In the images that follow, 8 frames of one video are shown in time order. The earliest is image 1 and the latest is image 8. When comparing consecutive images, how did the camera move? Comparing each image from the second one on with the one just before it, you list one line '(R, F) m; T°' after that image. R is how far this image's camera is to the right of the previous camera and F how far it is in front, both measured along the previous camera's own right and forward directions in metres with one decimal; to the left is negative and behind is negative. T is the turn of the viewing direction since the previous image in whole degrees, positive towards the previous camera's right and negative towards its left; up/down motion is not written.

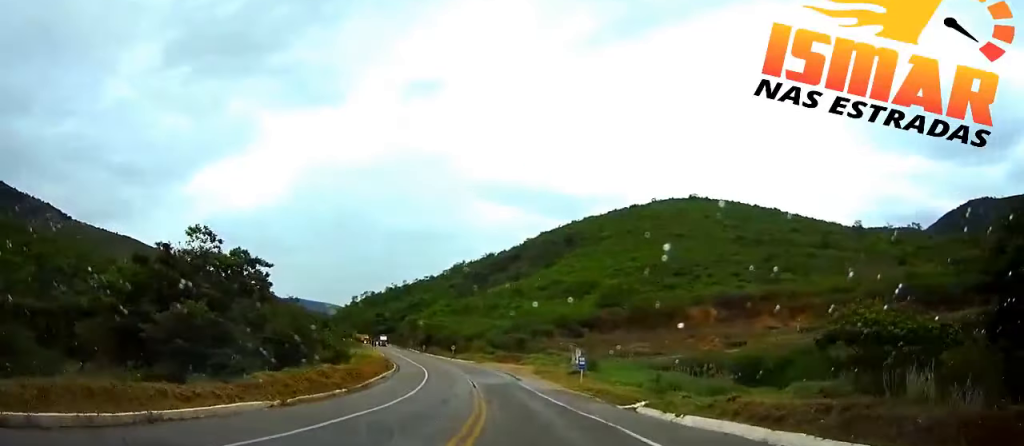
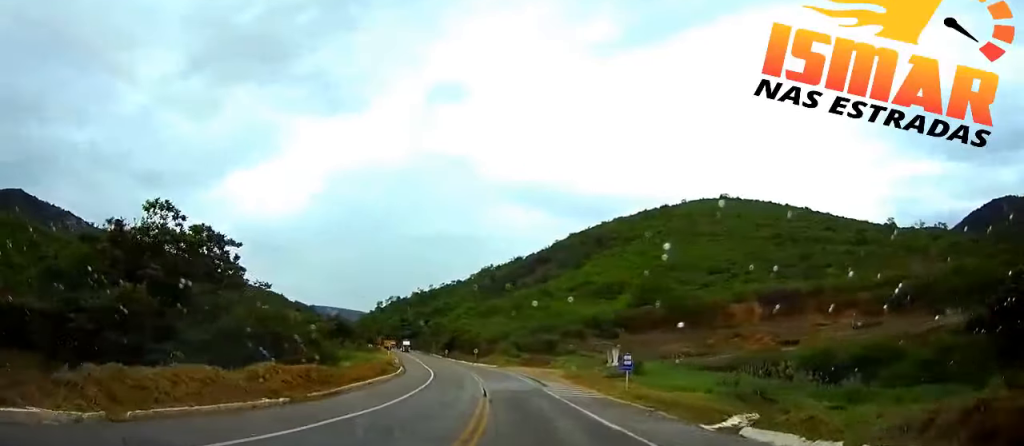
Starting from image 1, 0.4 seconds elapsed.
(-0.2, +12.1) m; -3°
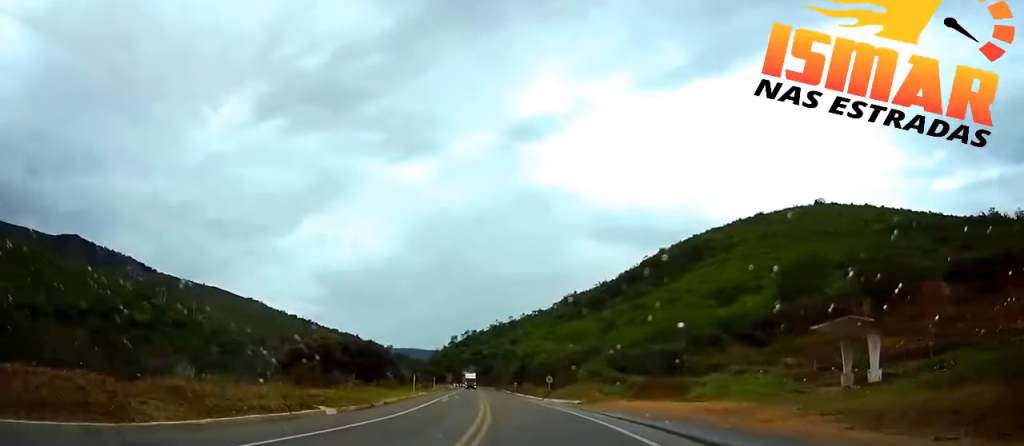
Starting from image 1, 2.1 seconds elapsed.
(-3.5, +46.6) m; -8°
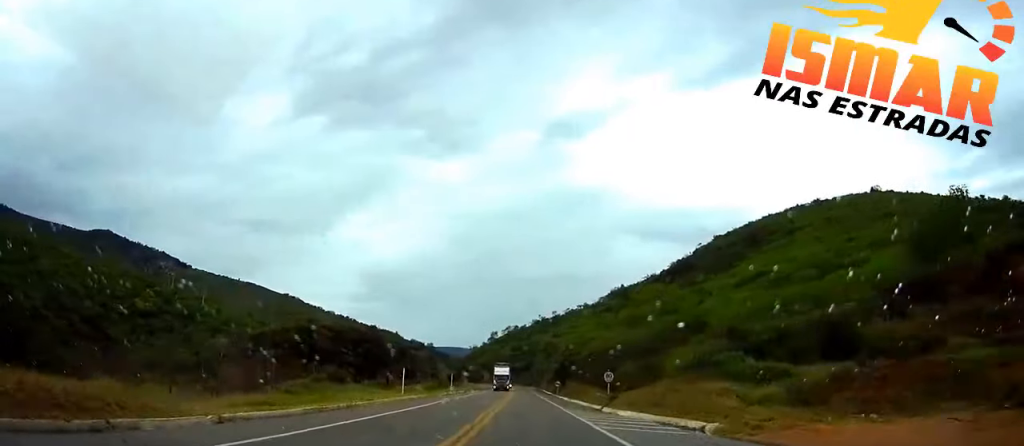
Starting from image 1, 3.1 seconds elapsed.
(-1.1, +29.0) m; -3°
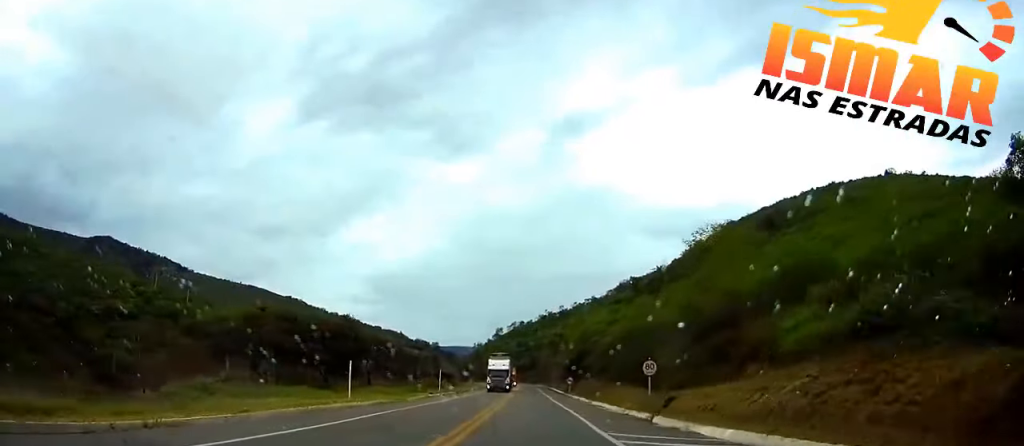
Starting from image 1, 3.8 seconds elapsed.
(-0.3, +17.9) m; -1°
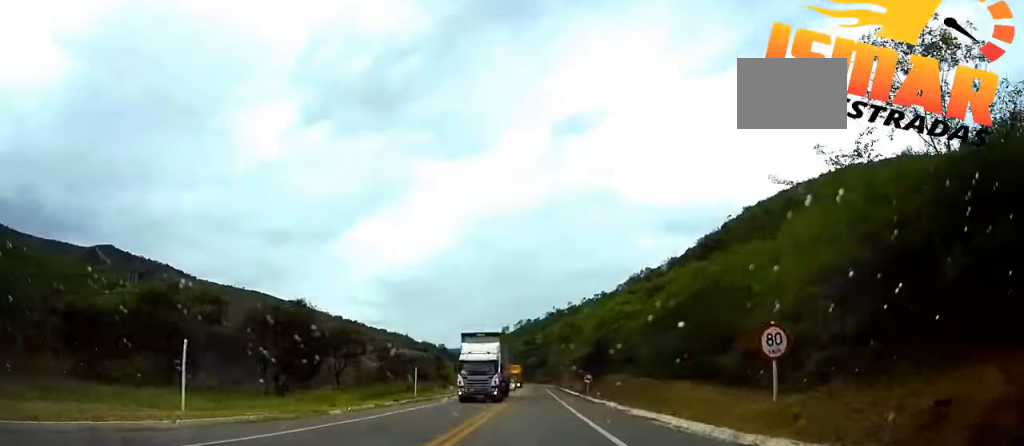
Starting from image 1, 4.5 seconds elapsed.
(-0.1, +19.8) m; -1°
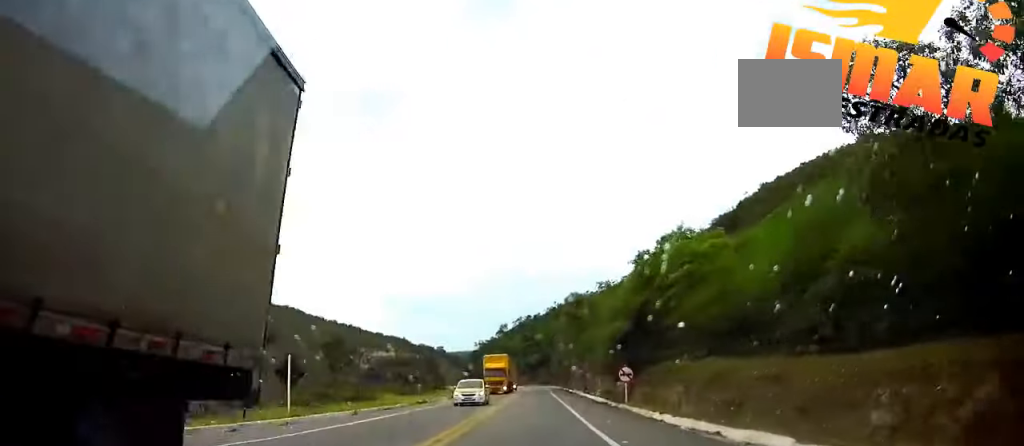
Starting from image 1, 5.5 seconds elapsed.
(-0.3, +30.2) m; 0°
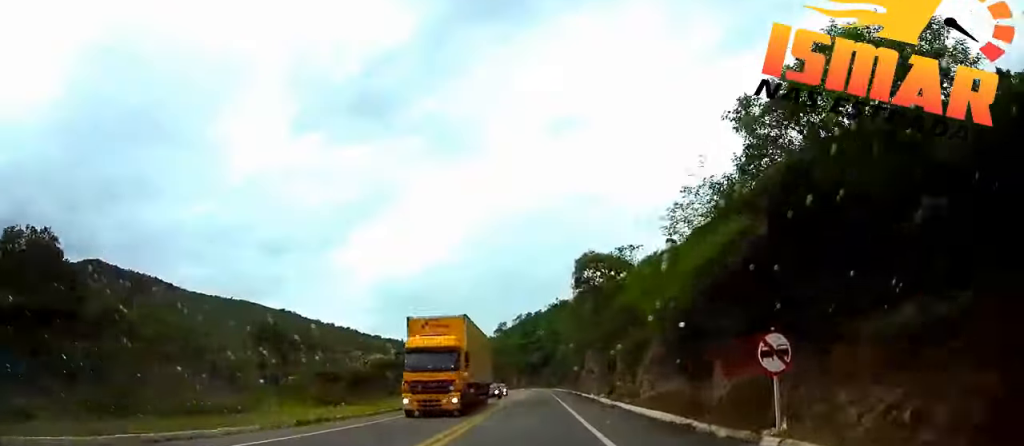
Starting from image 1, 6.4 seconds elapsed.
(+0.1, +25.5) m; 0°
